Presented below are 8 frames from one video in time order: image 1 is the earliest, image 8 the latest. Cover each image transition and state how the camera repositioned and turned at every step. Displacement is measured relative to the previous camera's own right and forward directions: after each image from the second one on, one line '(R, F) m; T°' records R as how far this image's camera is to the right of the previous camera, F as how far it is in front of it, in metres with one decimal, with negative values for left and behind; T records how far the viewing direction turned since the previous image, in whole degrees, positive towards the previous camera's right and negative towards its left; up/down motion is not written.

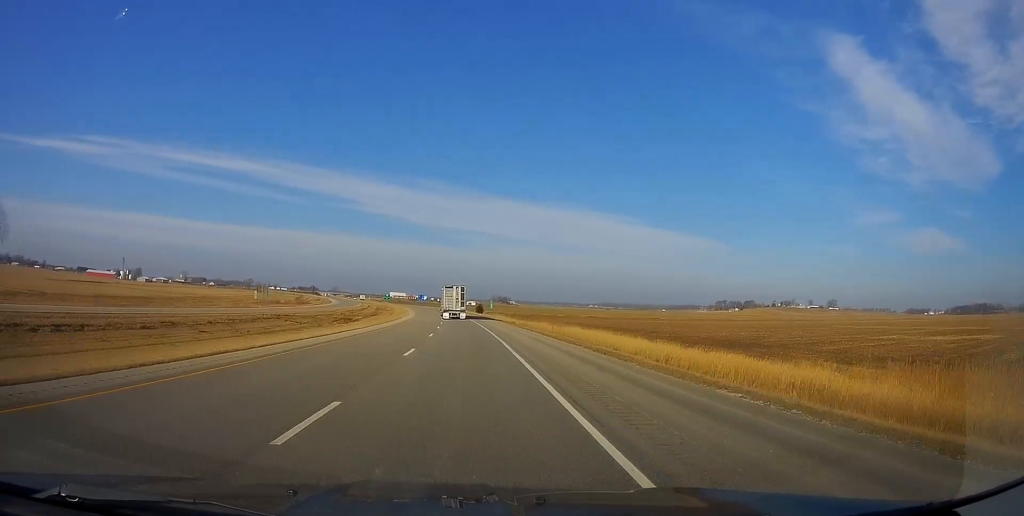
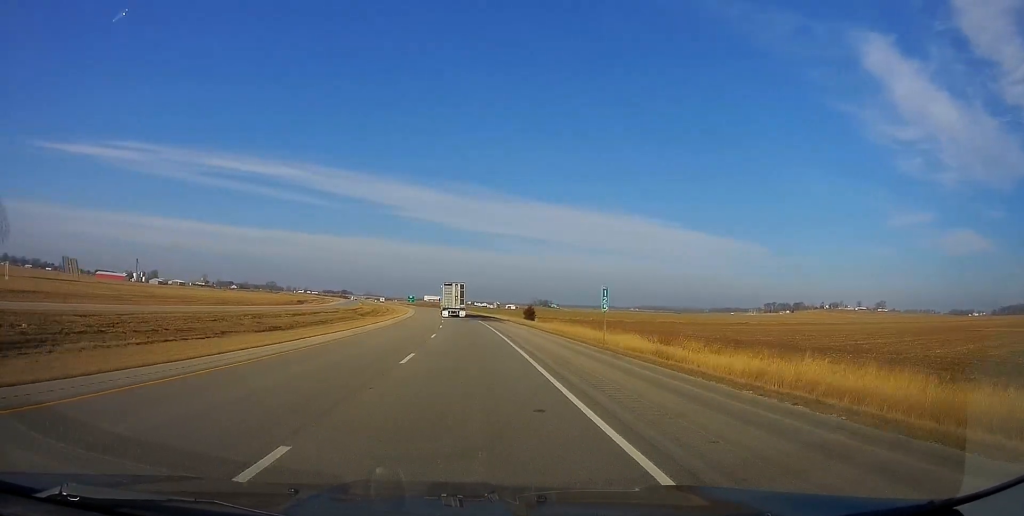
(-2.1, +66.2) m; -4°
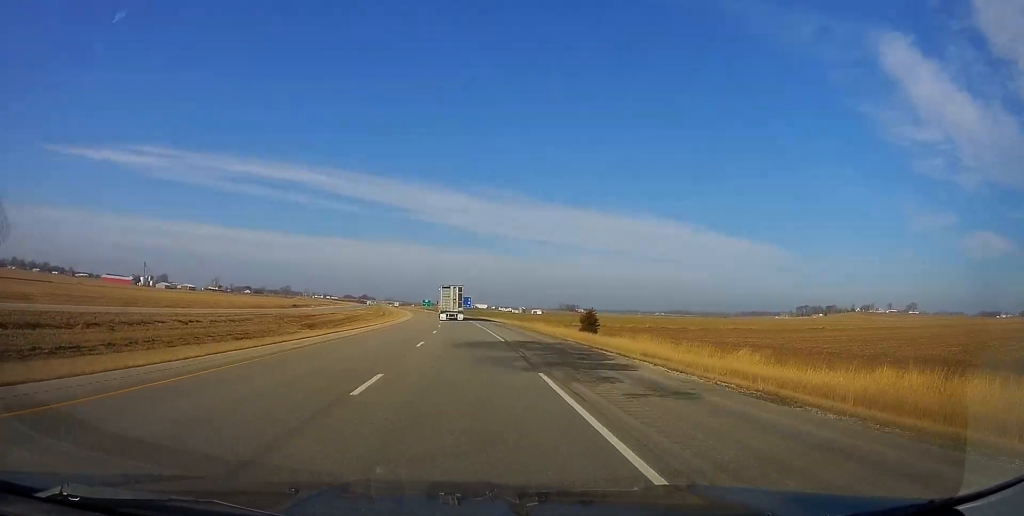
(-0.8, +43.4) m; -2°
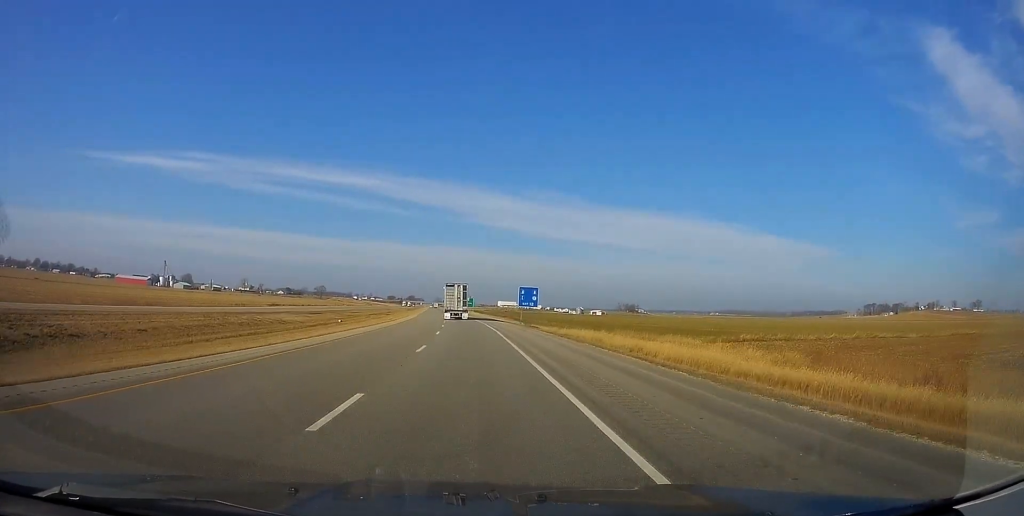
(-3.5, +80.1) m; -5°
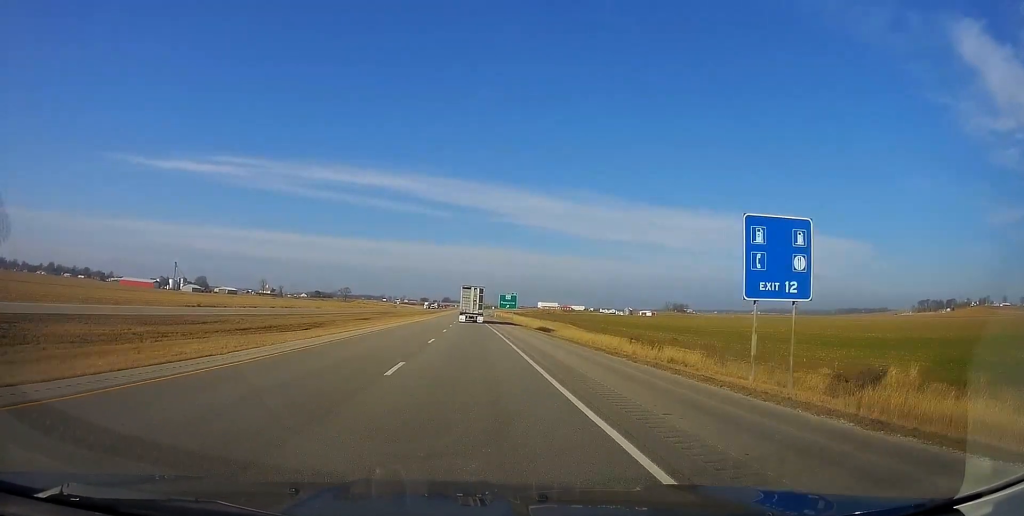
(-2.2, +69.5) m; -3°
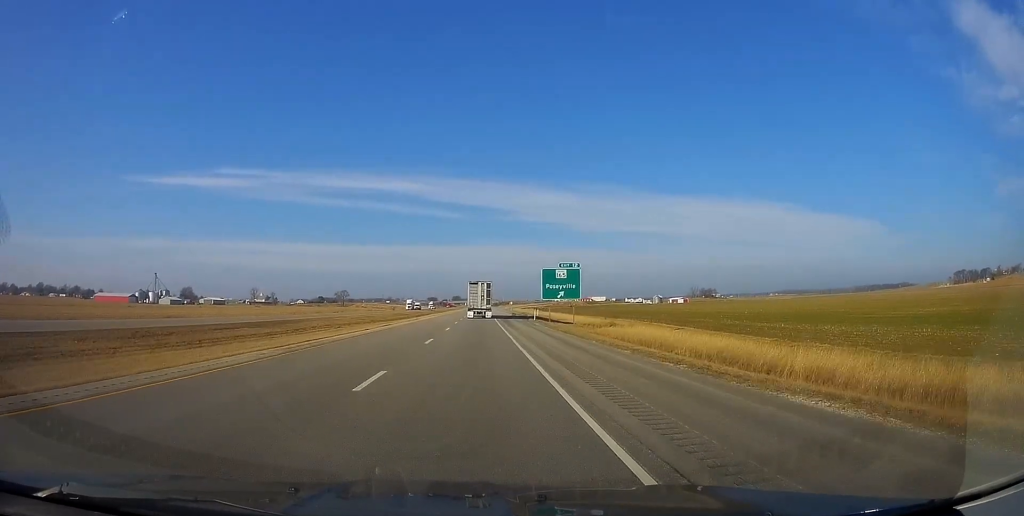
(-1.4, +78.4) m; -1°
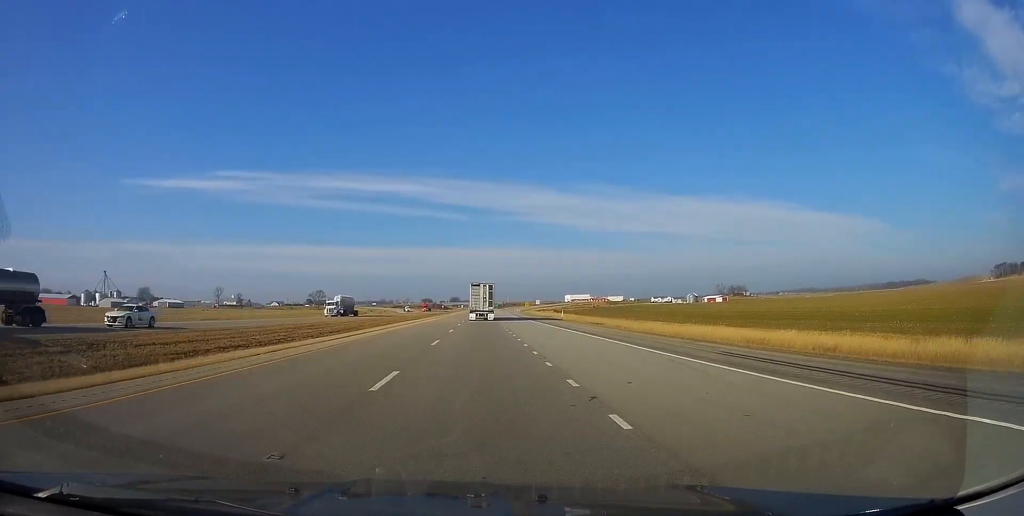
(-0.8, +113.4) m; -1°
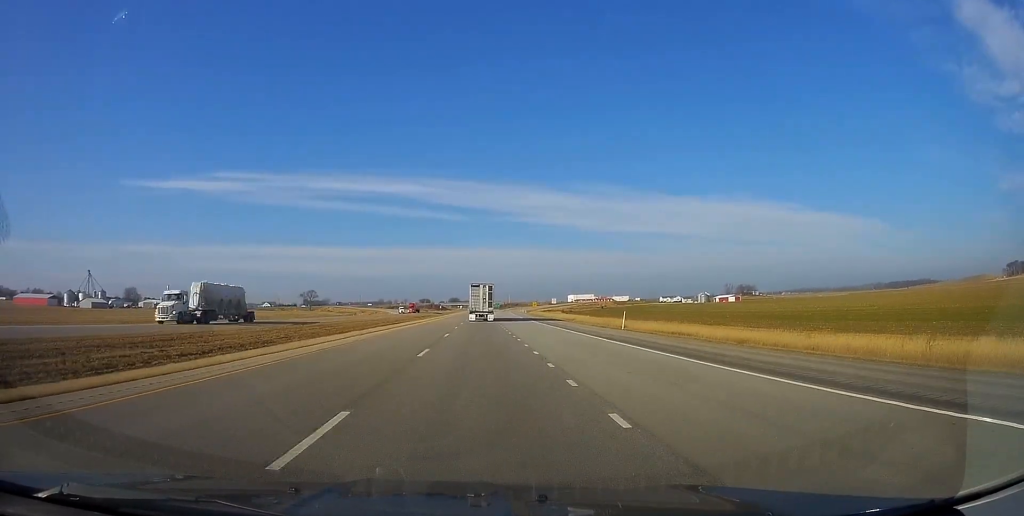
(-0.3, +30.5) m; 0°
